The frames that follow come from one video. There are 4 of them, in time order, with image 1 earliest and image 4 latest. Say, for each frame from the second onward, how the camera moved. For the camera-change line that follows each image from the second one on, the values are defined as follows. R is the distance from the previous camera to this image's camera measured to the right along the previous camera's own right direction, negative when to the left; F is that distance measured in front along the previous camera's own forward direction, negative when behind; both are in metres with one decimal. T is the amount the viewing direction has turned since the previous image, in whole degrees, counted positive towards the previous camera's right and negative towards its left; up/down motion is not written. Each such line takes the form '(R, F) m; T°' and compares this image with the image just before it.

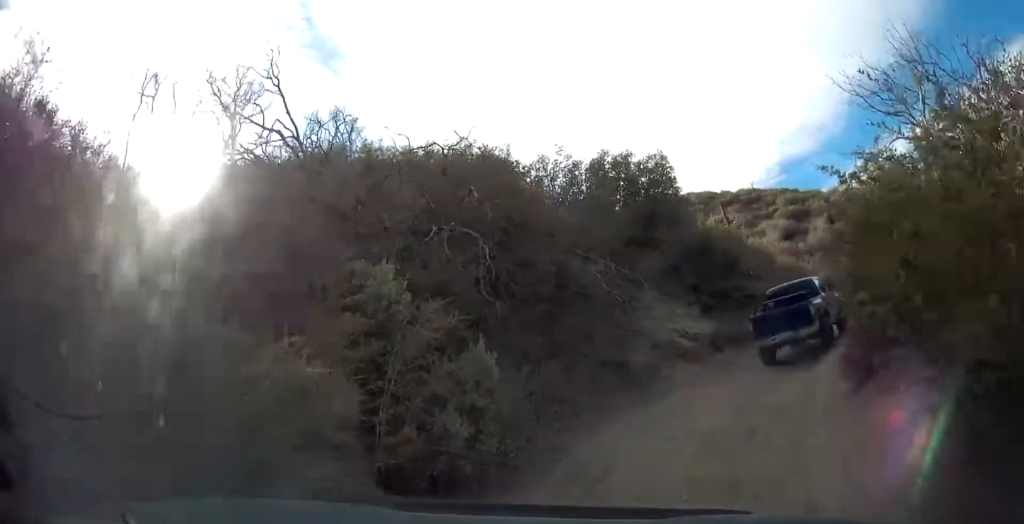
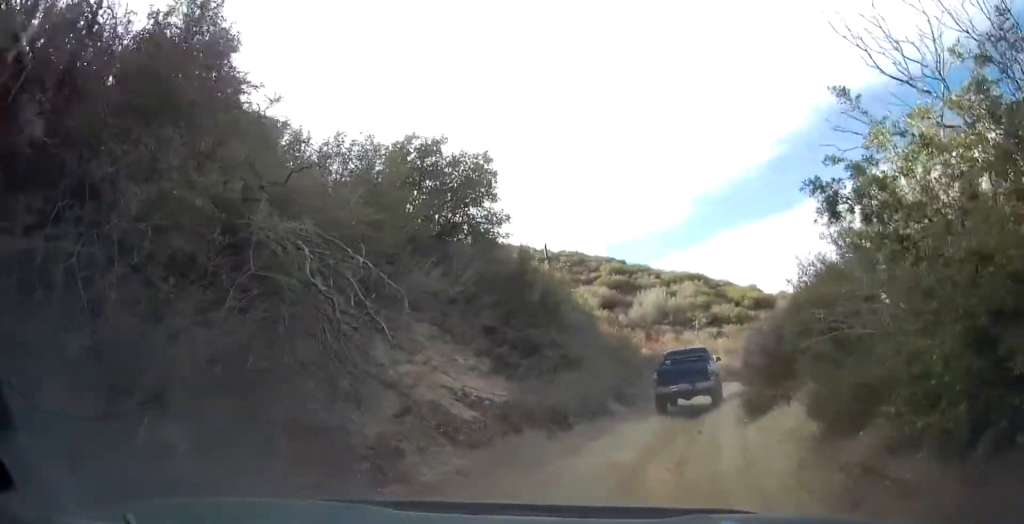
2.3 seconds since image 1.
(+1.1, +6.0) m; +22°
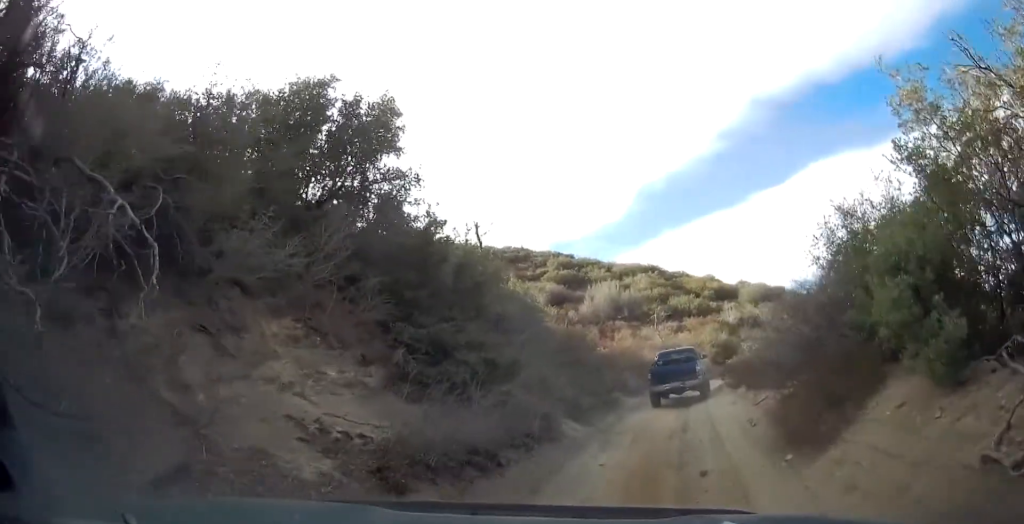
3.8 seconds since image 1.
(+0.1, +4.4) m; +1°
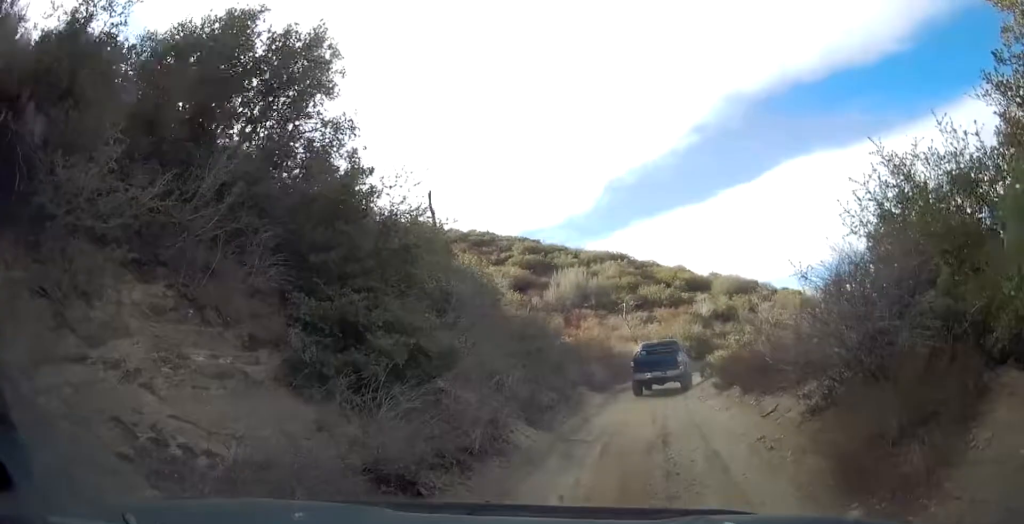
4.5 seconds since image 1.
(0.0, +2.3) m; +2°
